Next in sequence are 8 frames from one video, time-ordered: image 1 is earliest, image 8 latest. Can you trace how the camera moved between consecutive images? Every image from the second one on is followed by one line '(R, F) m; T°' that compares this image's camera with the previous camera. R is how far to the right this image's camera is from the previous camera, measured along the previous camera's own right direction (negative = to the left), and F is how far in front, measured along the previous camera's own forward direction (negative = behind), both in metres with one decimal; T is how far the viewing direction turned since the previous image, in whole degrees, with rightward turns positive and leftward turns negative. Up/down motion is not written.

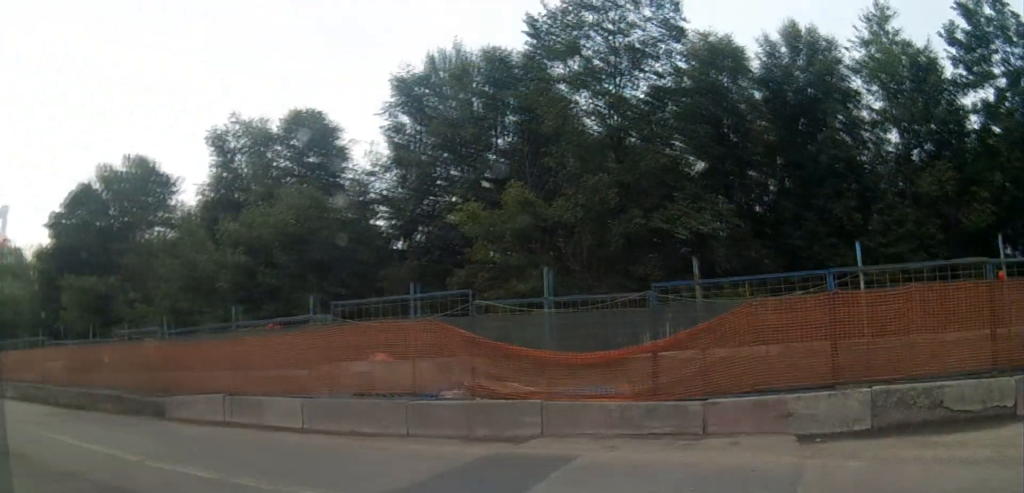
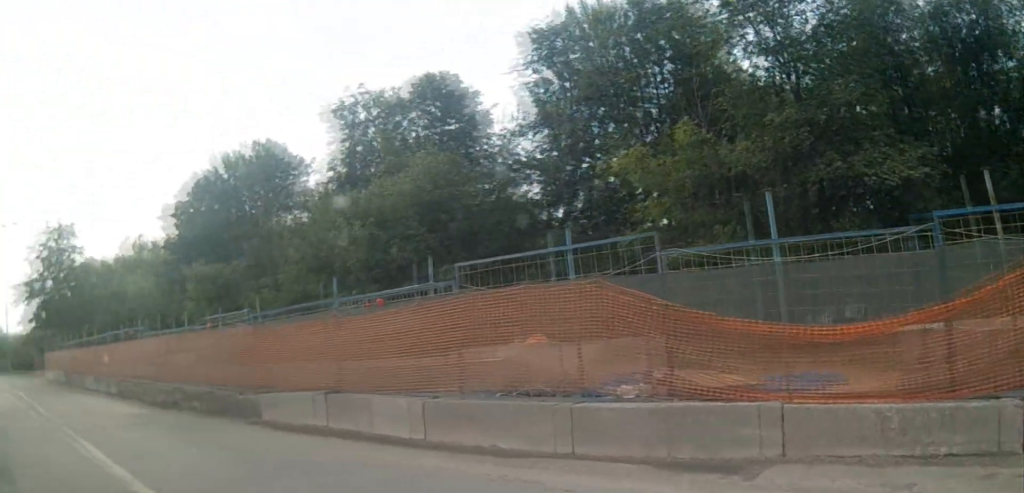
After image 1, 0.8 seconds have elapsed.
(0.0, +3.2) m; 0°
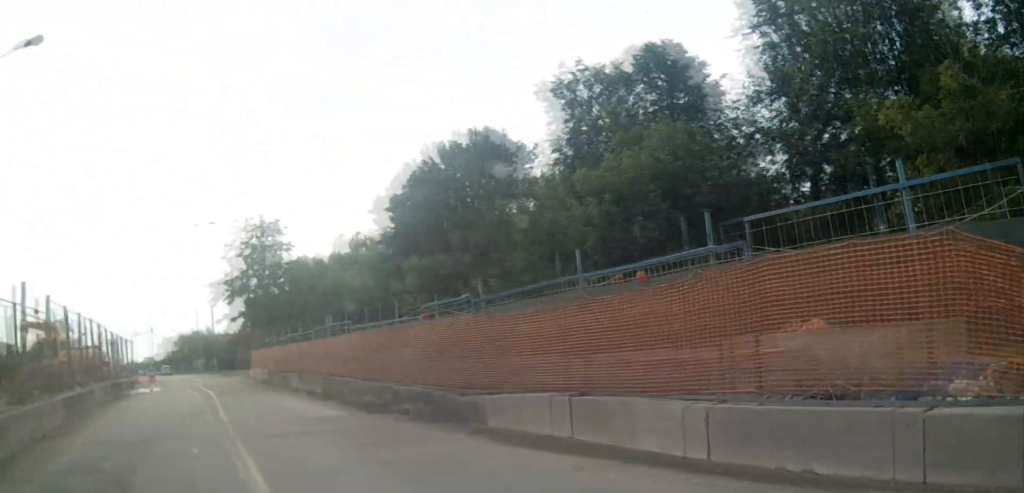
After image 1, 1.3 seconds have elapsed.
(0.0, +2.0) m; -2°
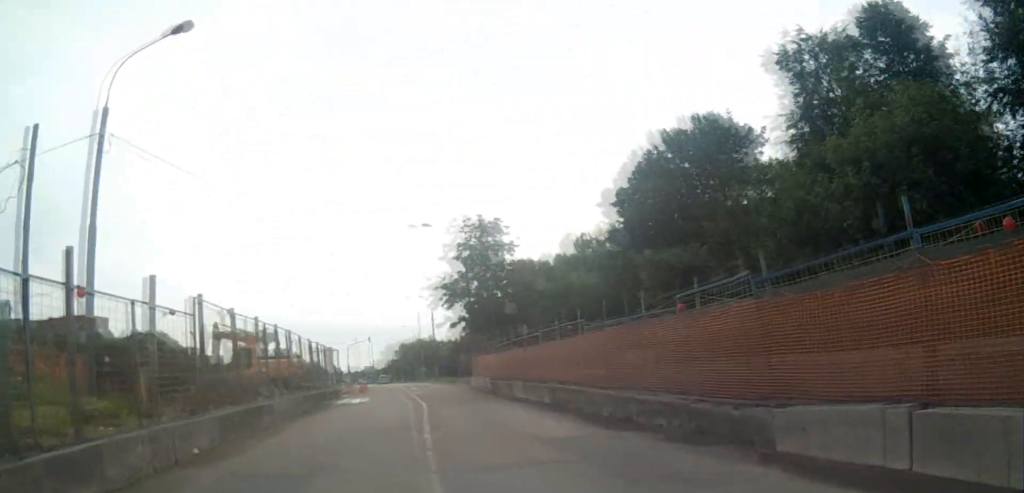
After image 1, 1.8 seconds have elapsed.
(+0.1, +2.4) m; -9°
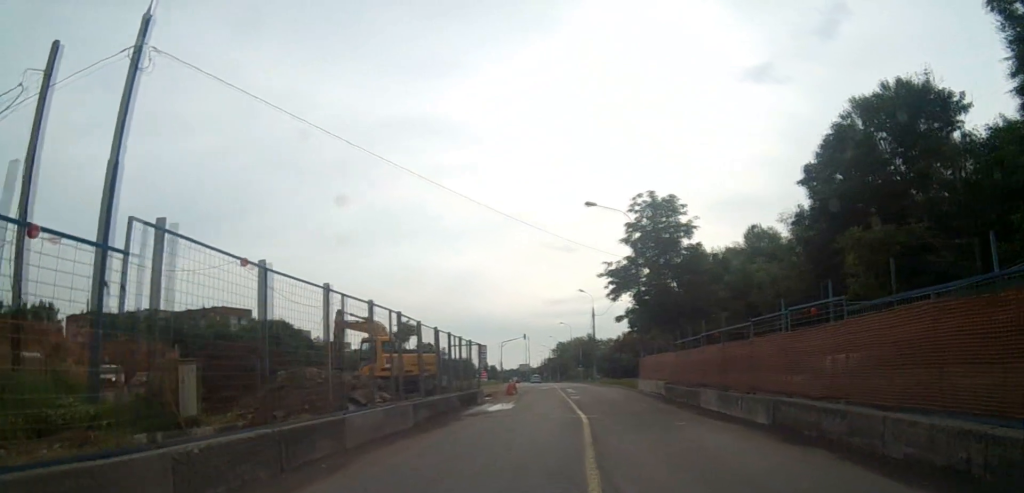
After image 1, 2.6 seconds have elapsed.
(-0.7, +4.8) m; -20°
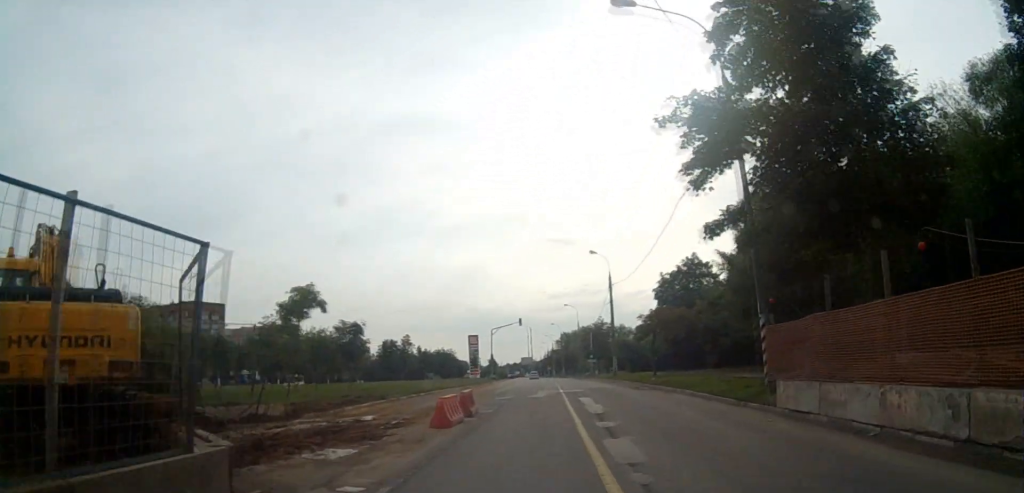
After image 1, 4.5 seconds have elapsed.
(-4.5, +16.0) m; -10°
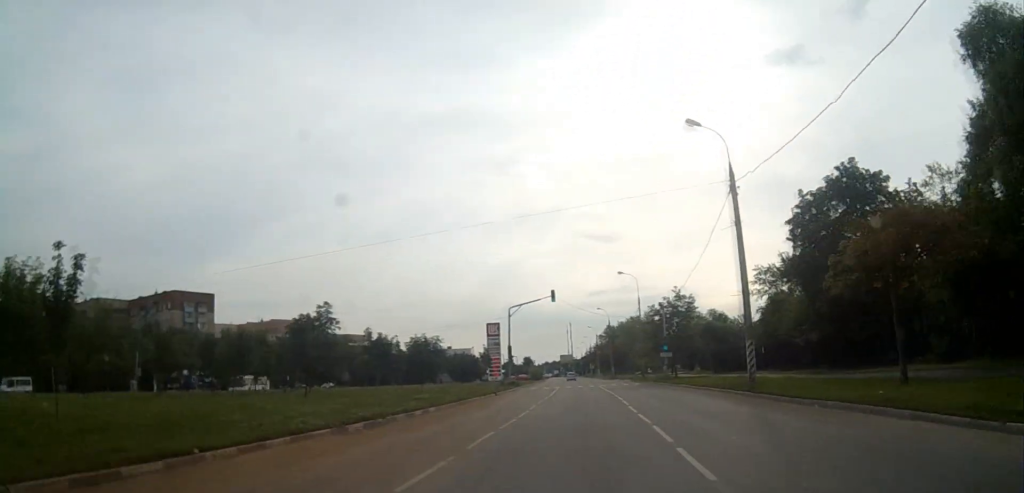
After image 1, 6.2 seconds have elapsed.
(+4.5, +32.4) m; +5°
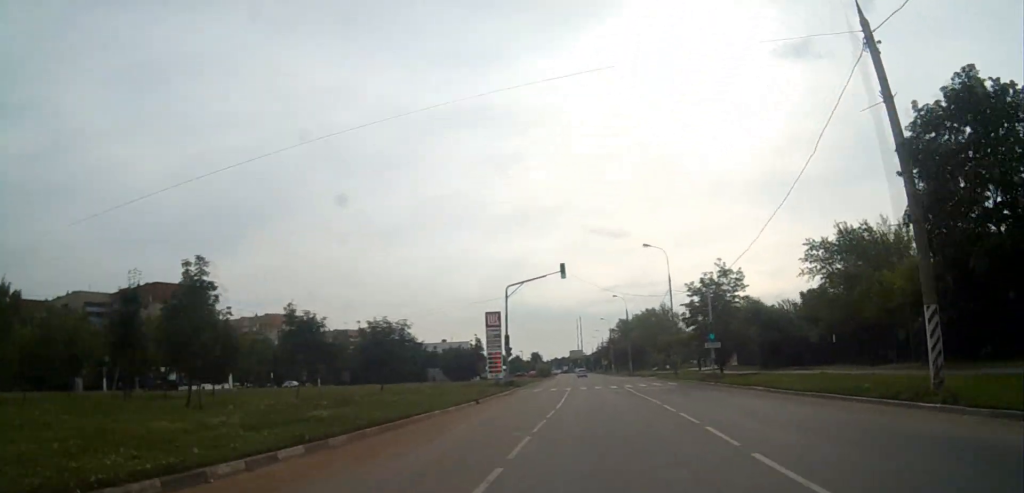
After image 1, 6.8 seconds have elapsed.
(-0.9, +14.4) m; -3°
